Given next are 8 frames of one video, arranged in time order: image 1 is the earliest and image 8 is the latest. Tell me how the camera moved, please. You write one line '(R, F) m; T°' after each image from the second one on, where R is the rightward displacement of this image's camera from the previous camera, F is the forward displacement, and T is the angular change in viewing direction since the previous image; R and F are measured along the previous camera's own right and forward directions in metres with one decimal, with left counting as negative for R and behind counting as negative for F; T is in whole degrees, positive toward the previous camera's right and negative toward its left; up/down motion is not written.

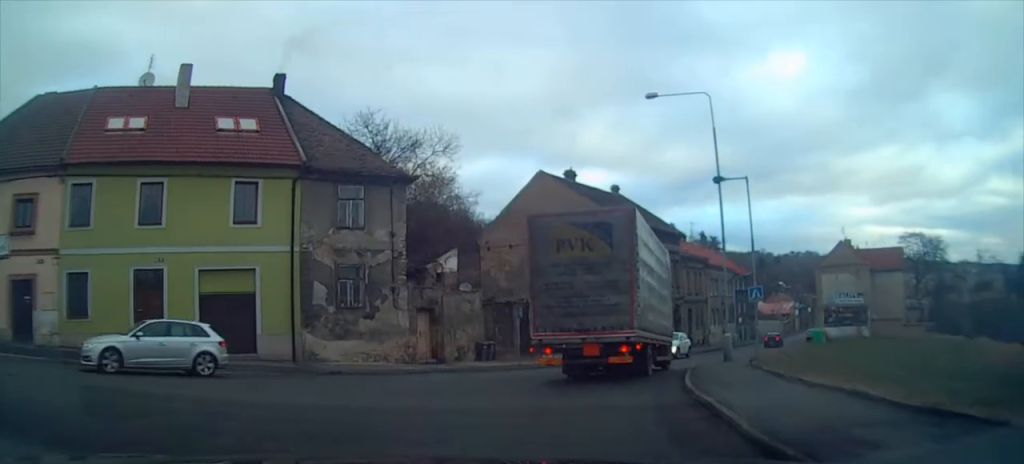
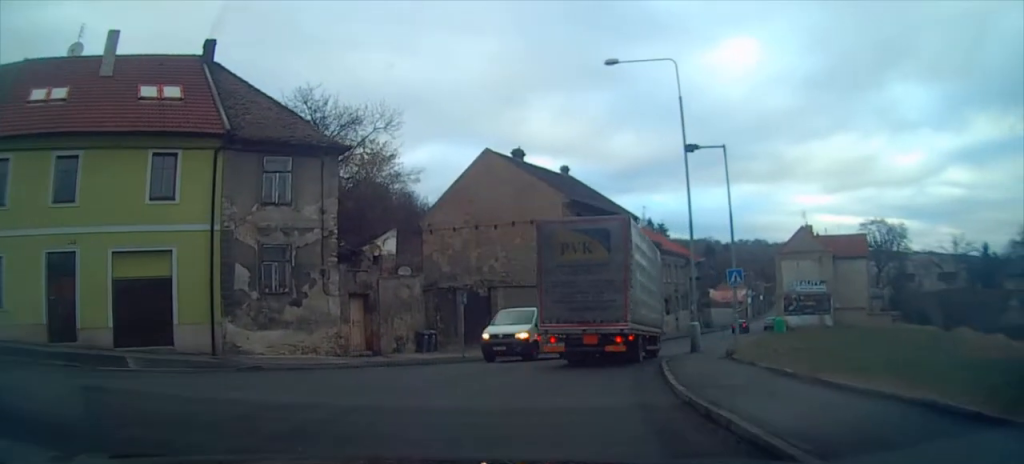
(-0.1, +3.1) m; +6°
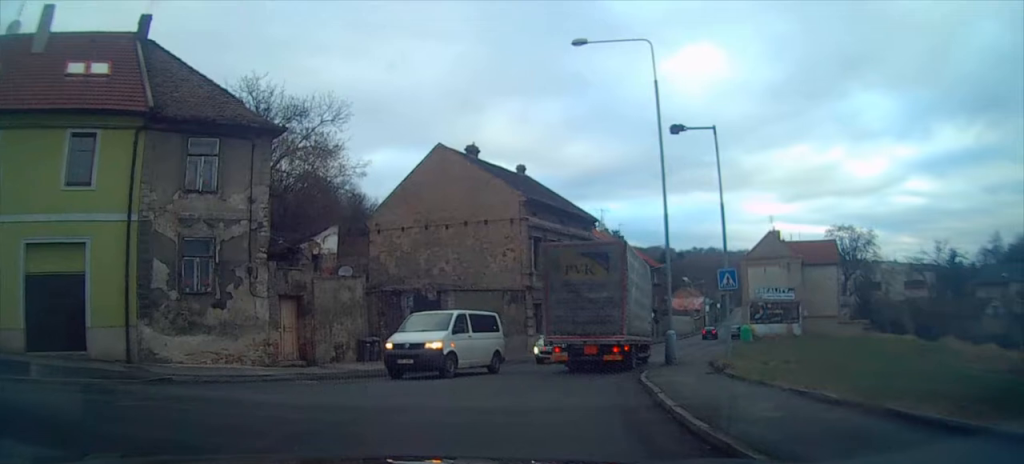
(+0.4, +3.4) m; +4°
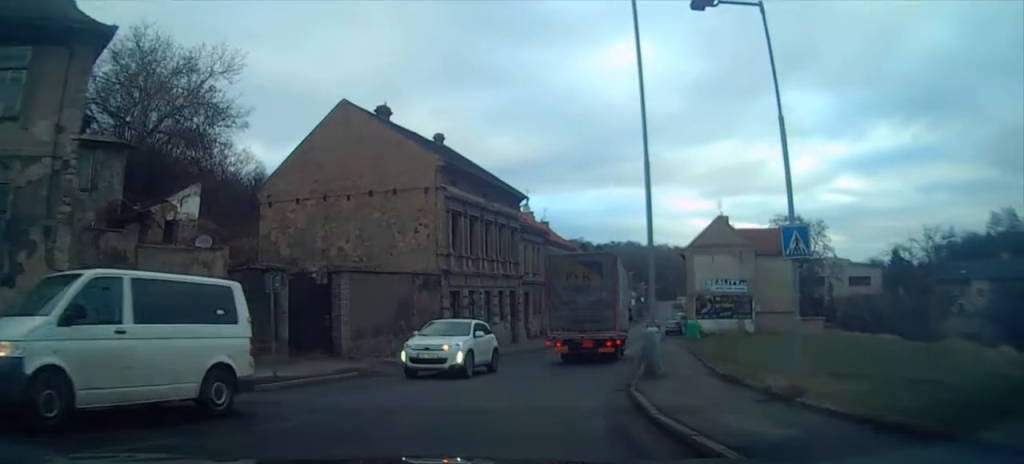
(+0.3, +7.3) m; +9°
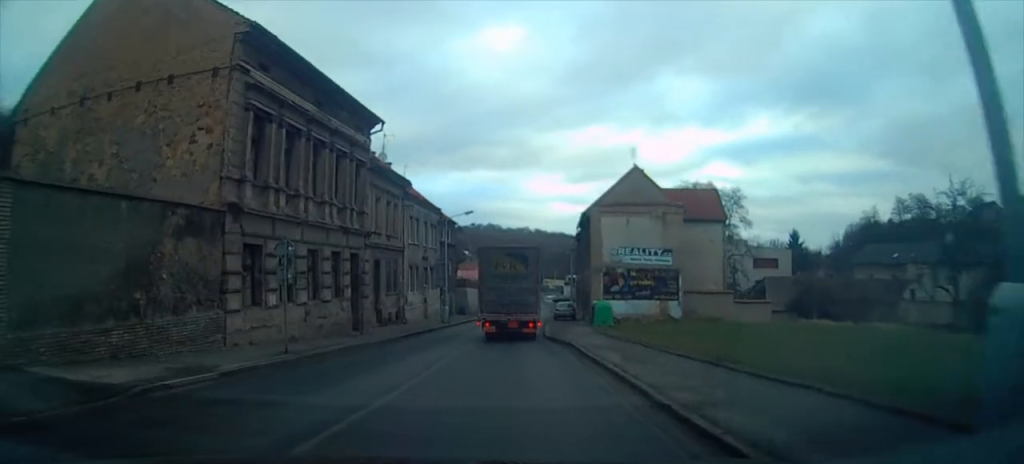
(+2.5, +13.4) m; +13°
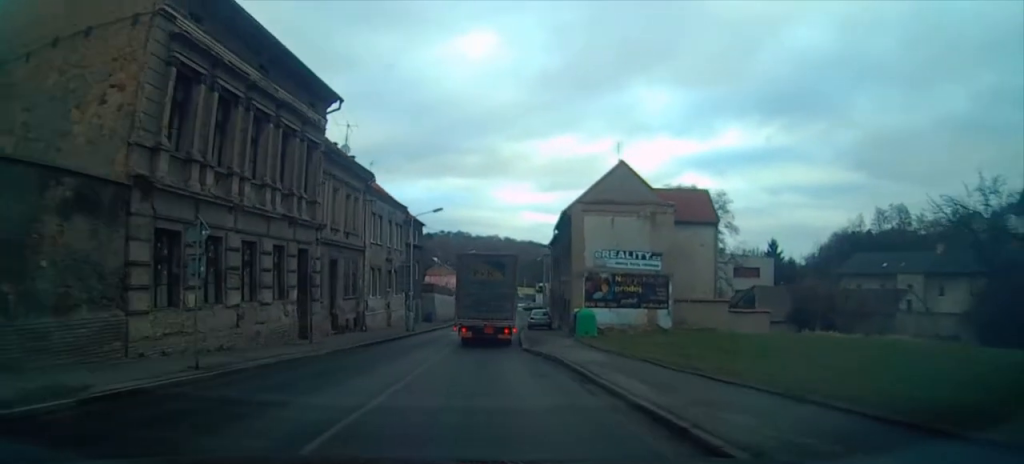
(+0.3, +4.0) m; 0°
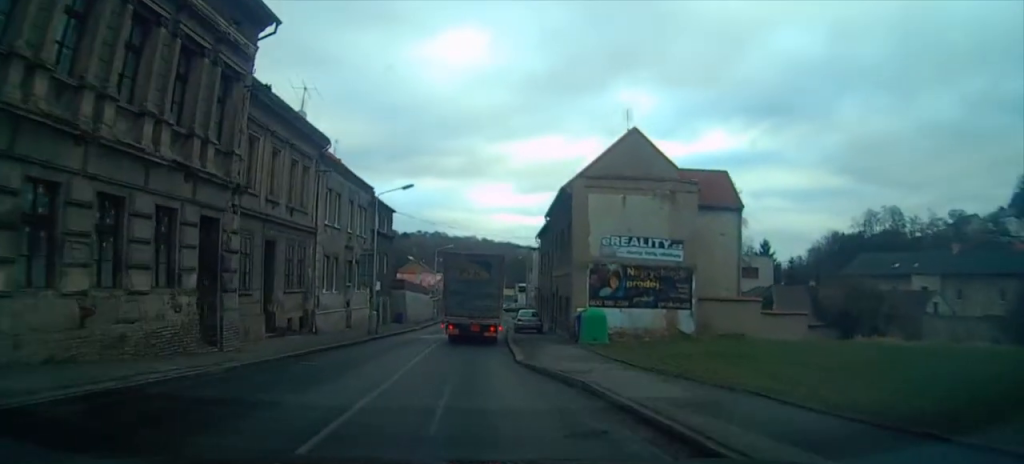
(-0.5, +7.7) m; 0°
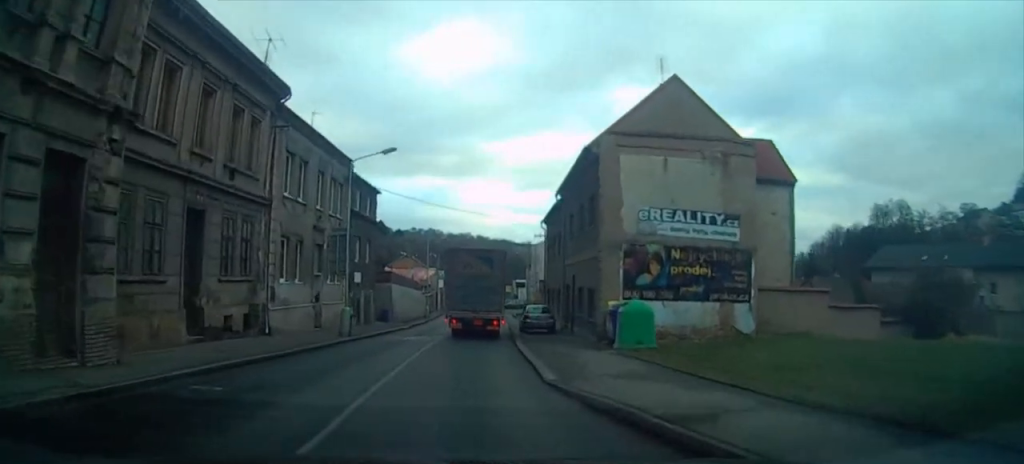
(0.0, +7.0) m; 0°
